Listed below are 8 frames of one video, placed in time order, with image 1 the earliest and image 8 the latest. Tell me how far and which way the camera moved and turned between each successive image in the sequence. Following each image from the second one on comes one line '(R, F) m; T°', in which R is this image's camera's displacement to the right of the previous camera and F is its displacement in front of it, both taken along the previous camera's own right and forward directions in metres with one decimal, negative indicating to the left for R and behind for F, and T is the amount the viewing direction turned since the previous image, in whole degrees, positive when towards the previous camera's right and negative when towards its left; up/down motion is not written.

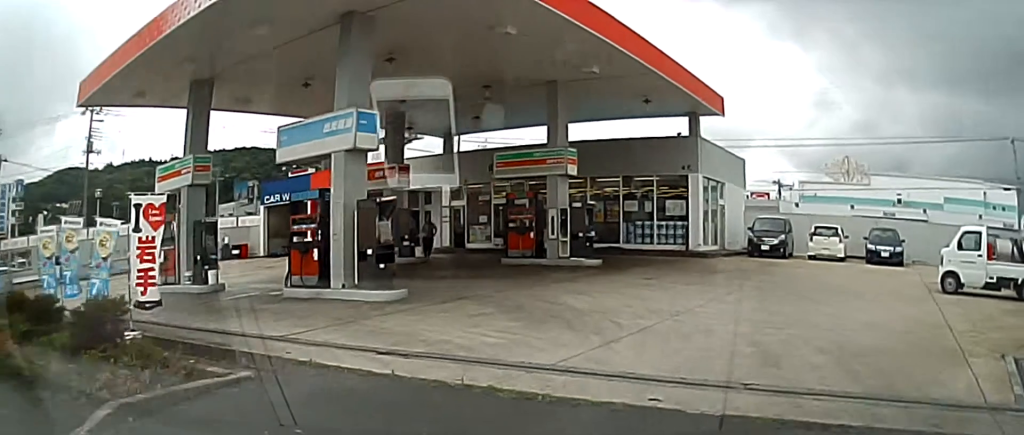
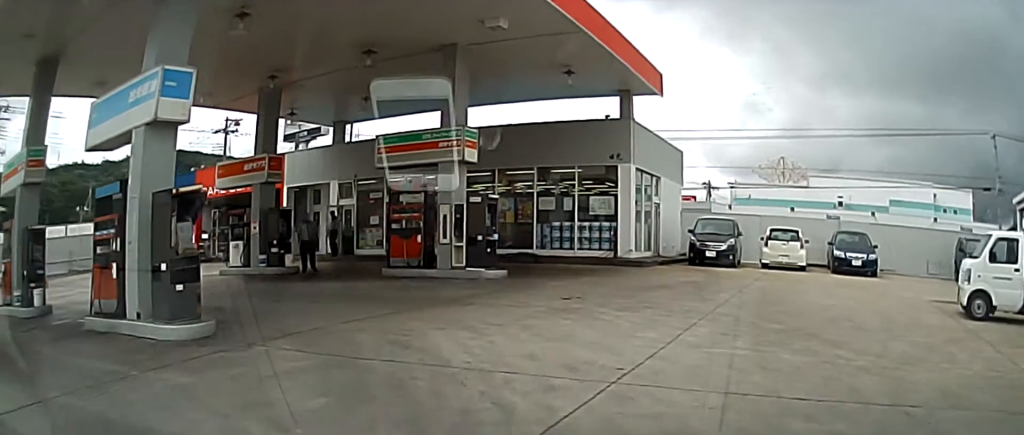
(+0.2, +5.2) m; +1°
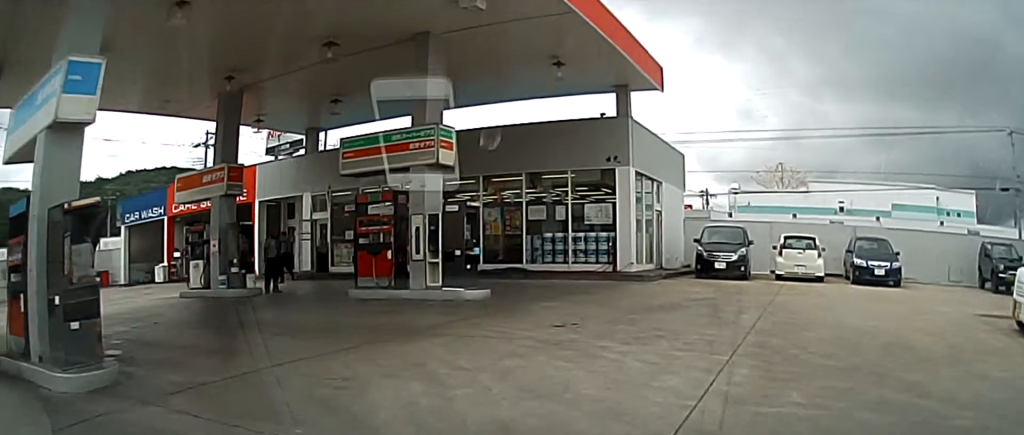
(+0.1, +2.3) m; +5°
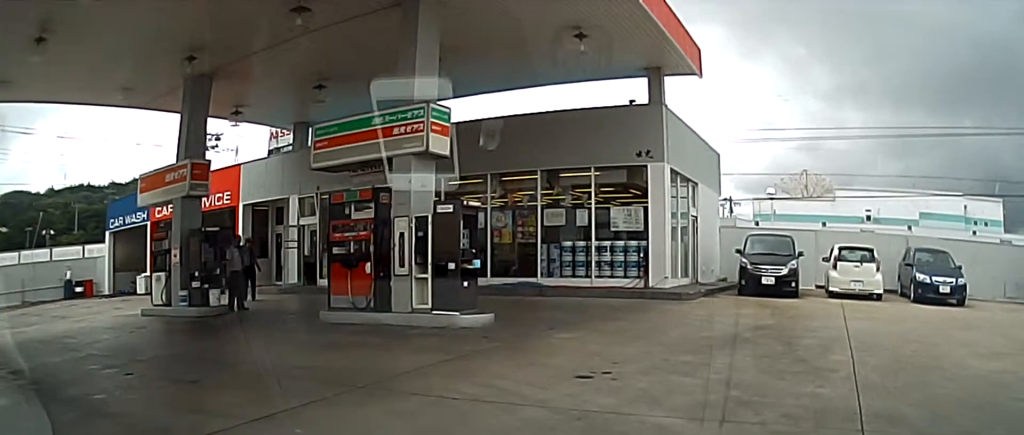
(+0.2, +3.3) m; -3°
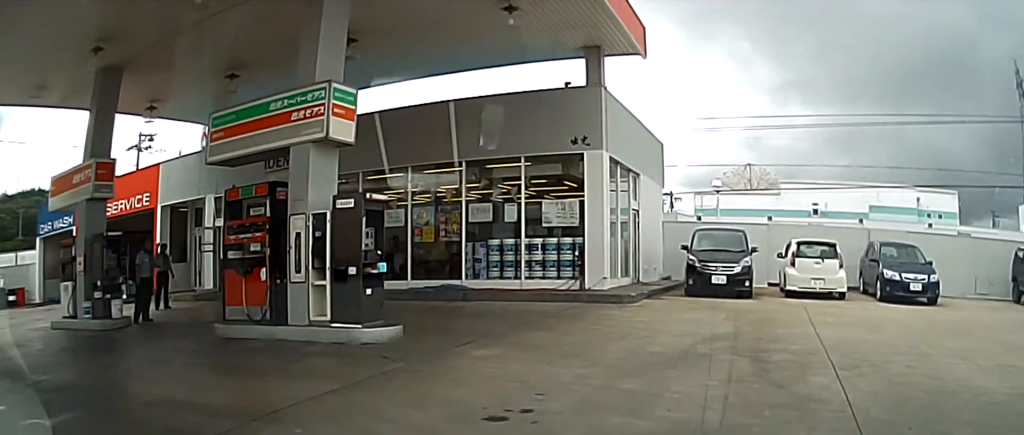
(-0.1, +1.8) m; 0°
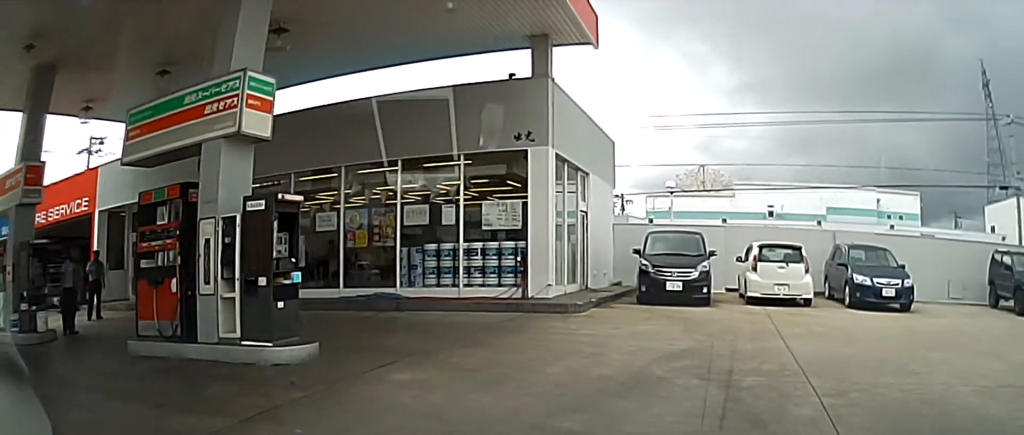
(-0.3, +1.3) m; +2°
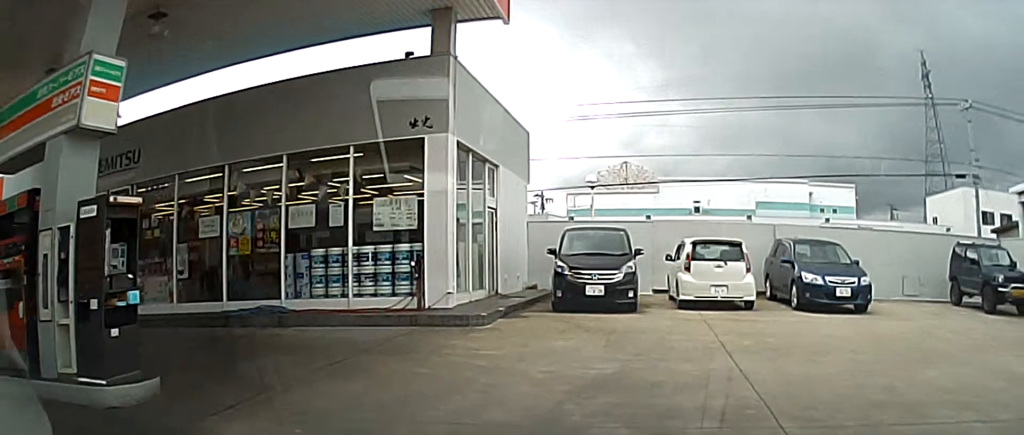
(+0.5, +2.0) m; +16°
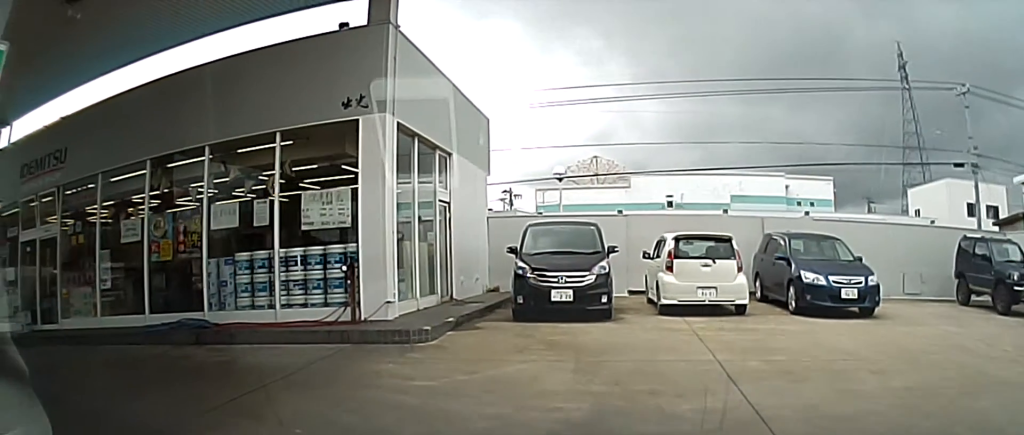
(+0.3, +2.0) m; +8°
